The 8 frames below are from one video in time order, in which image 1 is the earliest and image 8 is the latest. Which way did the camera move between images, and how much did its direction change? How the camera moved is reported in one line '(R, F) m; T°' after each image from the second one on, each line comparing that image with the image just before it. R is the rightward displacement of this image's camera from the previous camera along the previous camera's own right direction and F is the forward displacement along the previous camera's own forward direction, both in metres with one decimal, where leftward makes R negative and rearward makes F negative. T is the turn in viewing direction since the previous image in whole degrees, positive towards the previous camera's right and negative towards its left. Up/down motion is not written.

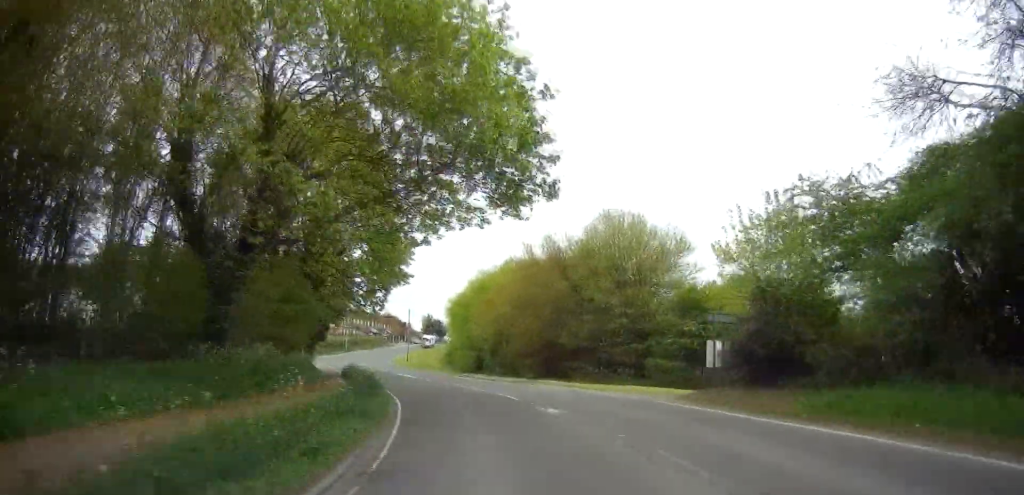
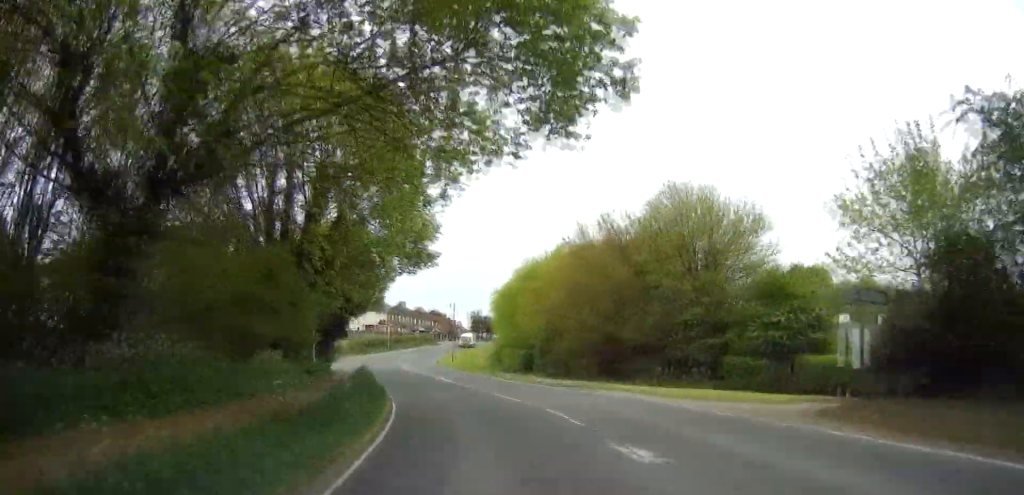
(+0.7, +7.4) m; -1°
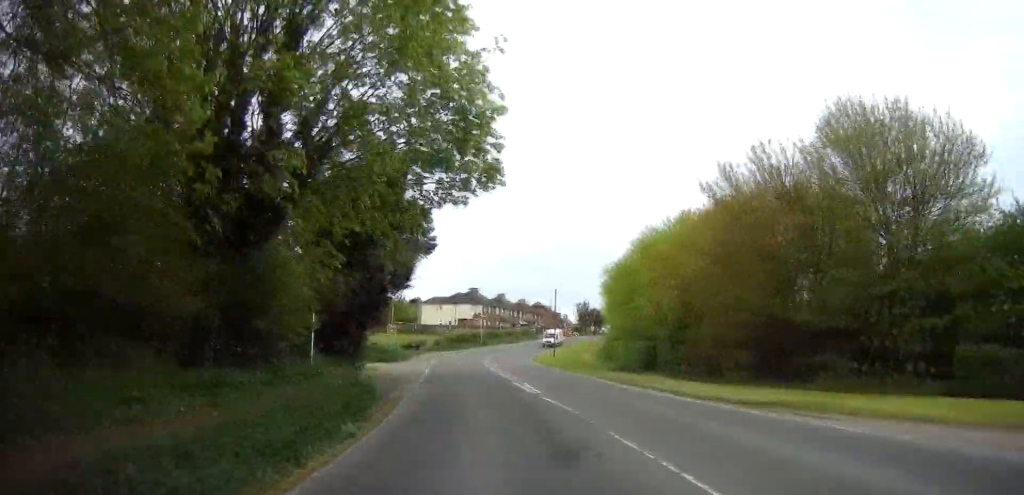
(-1.1, +15.6) m; -9°
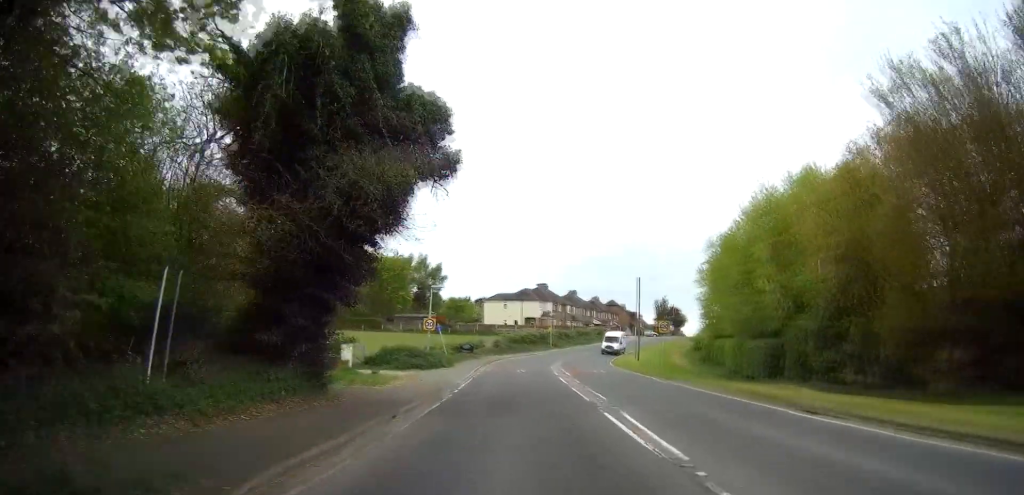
(-1.2, +13.9) m; -9°
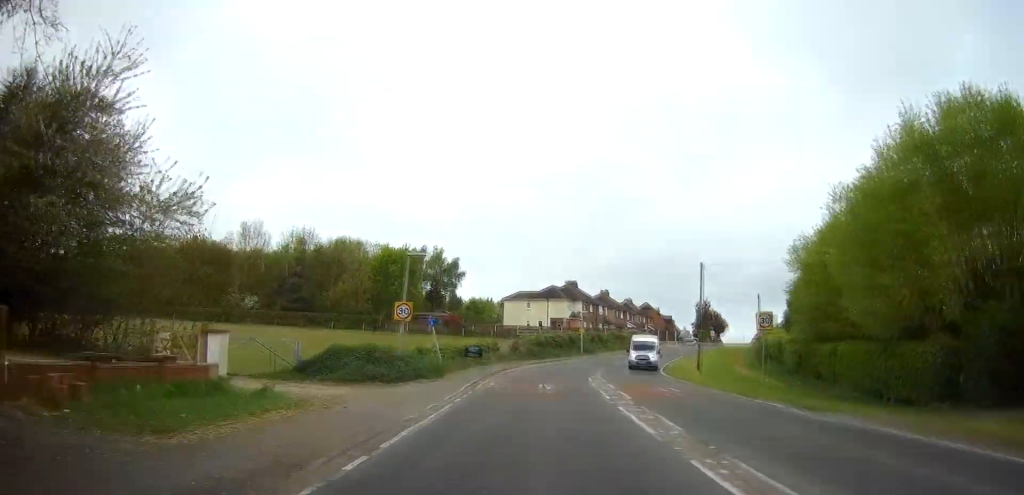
(-1.3, +15.4) m; -7°
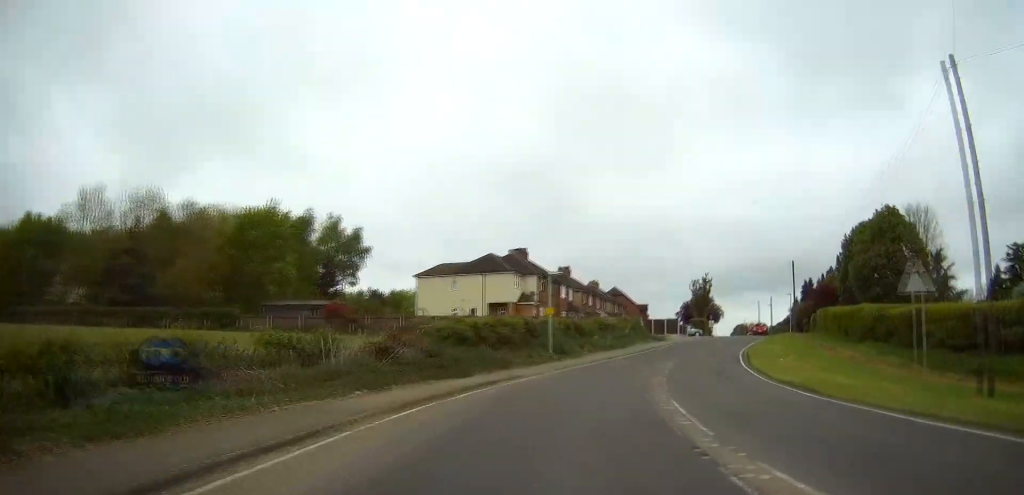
(-1.3, +34.2) m; +1°
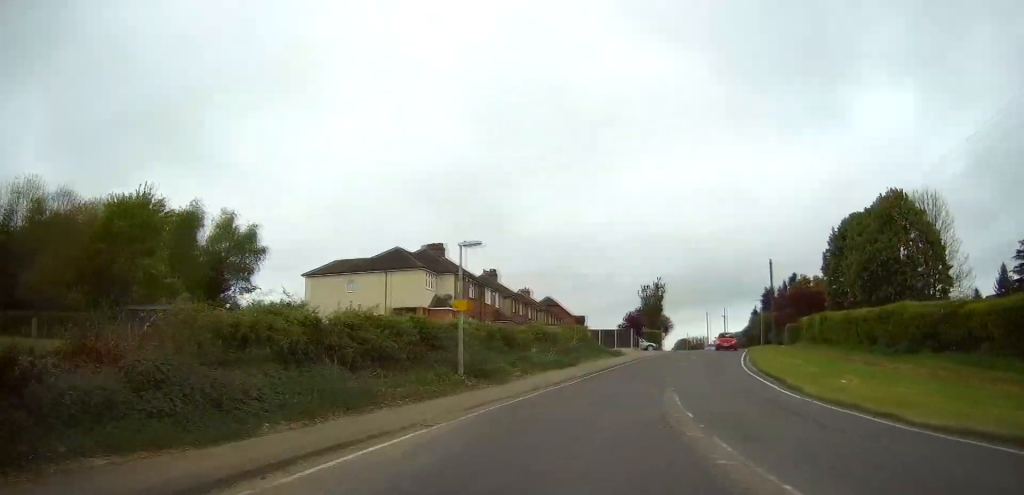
(+0.4, +12.9) m; +5°
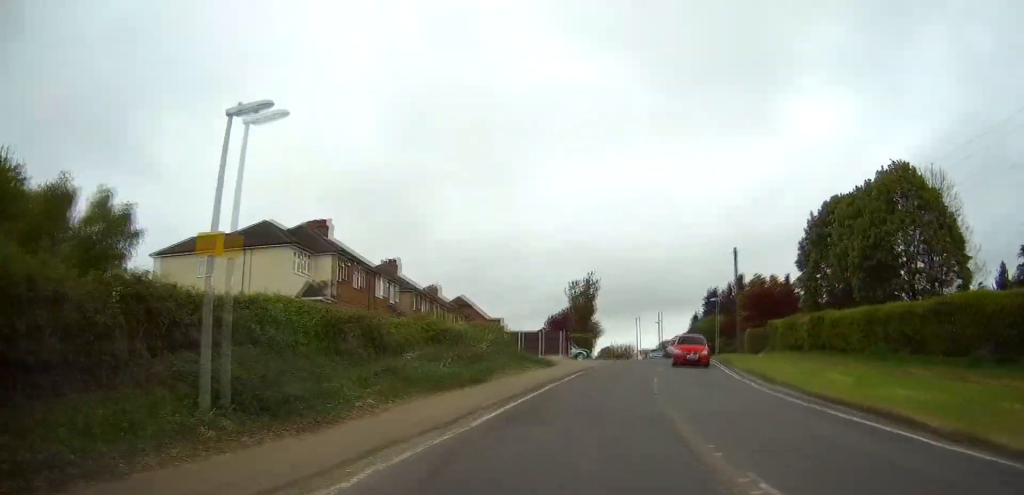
(+0.5, +11.4) m; +6°
